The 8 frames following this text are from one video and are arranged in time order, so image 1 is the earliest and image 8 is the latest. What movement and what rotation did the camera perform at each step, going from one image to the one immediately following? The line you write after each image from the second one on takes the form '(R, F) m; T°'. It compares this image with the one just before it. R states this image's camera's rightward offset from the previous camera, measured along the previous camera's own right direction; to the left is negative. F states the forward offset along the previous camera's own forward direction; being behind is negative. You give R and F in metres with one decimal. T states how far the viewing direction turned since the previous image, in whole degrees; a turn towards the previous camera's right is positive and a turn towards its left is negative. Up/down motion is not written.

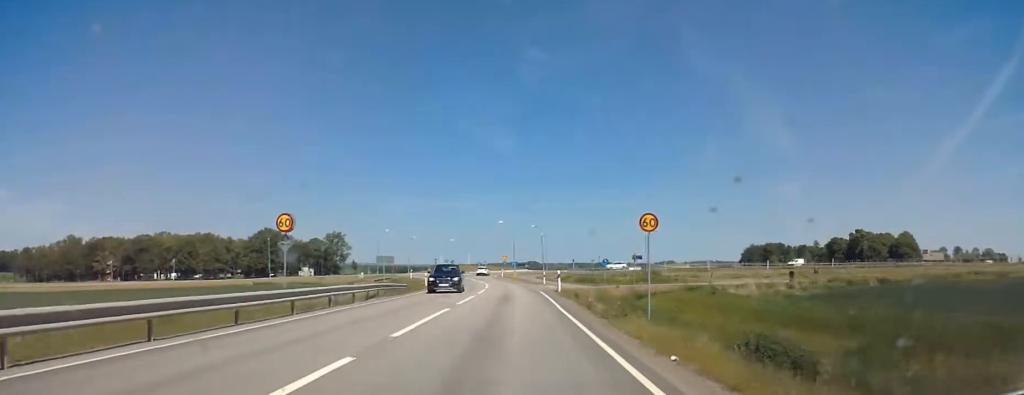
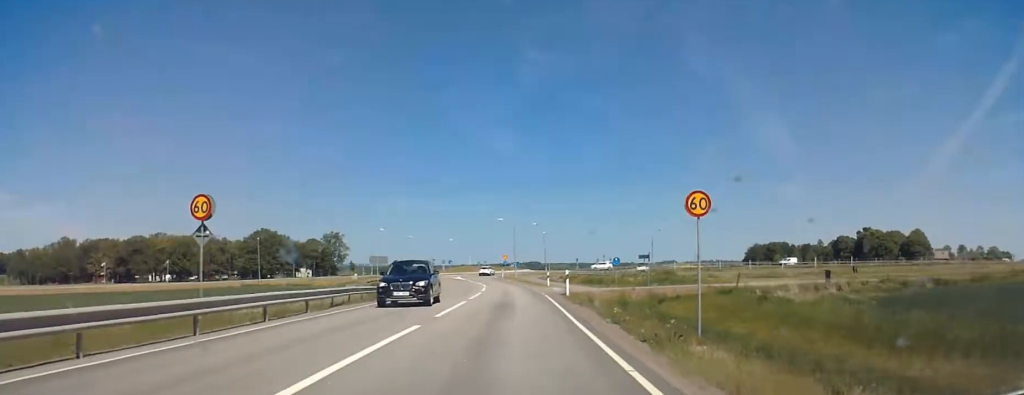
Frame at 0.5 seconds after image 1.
(-0.1, +6.7) m; 0°
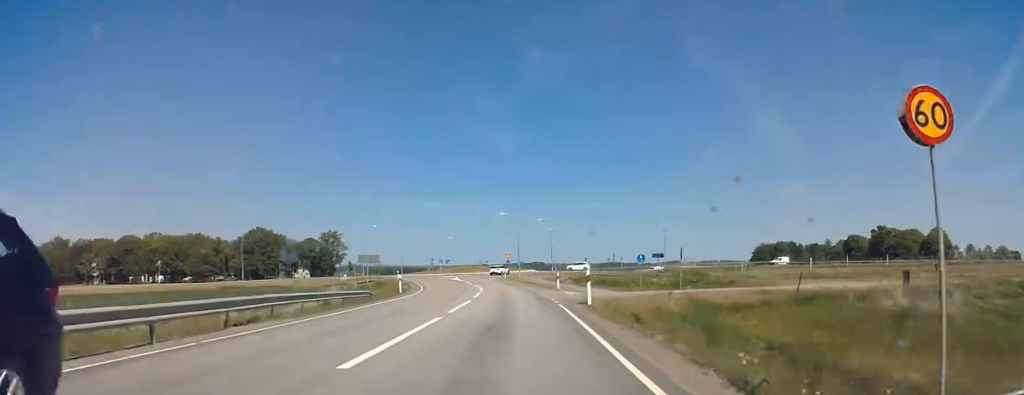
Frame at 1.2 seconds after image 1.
(0.0, +9.7) m; -1°
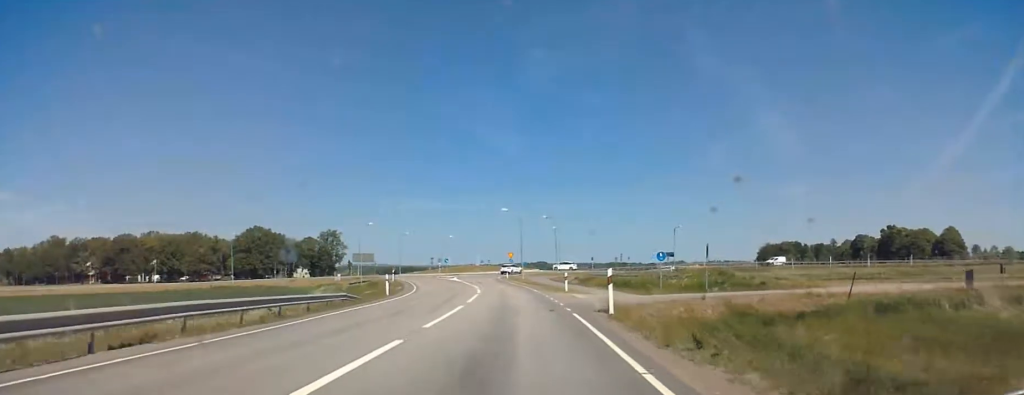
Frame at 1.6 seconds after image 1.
(+0.1, +5.8) m; -1°
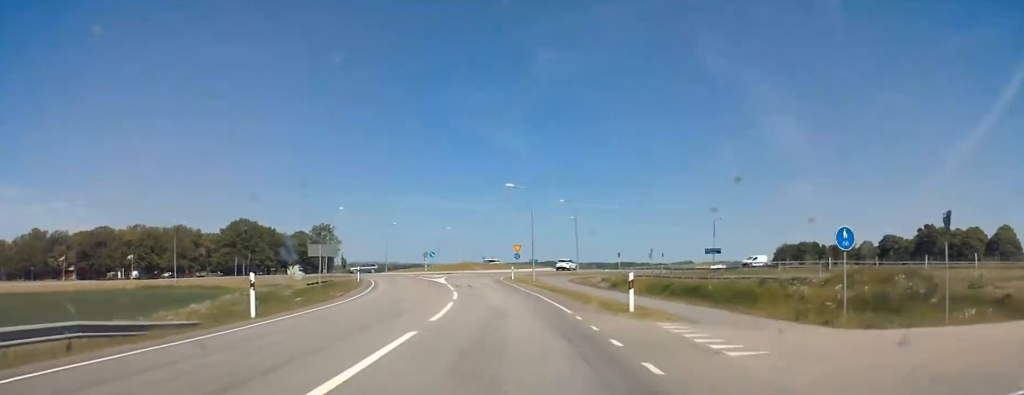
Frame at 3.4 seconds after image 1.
(-1.0, +23.1) m; -3°
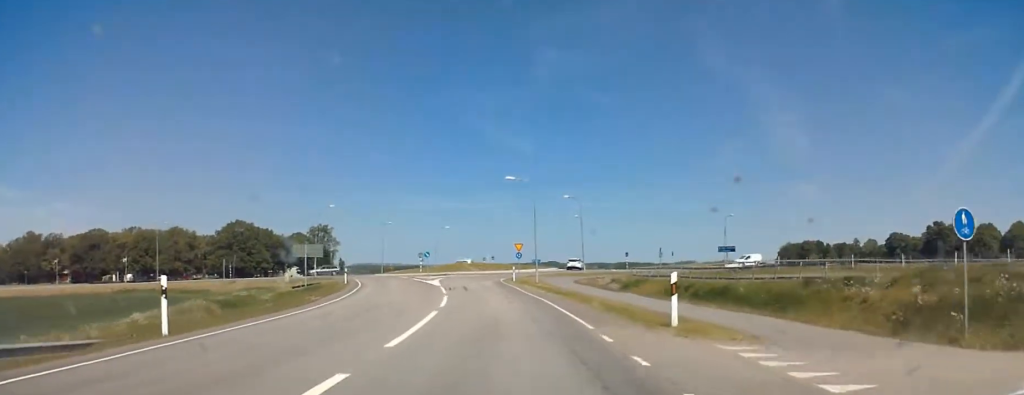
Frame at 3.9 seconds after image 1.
(0.0, +5.7) m; 0°
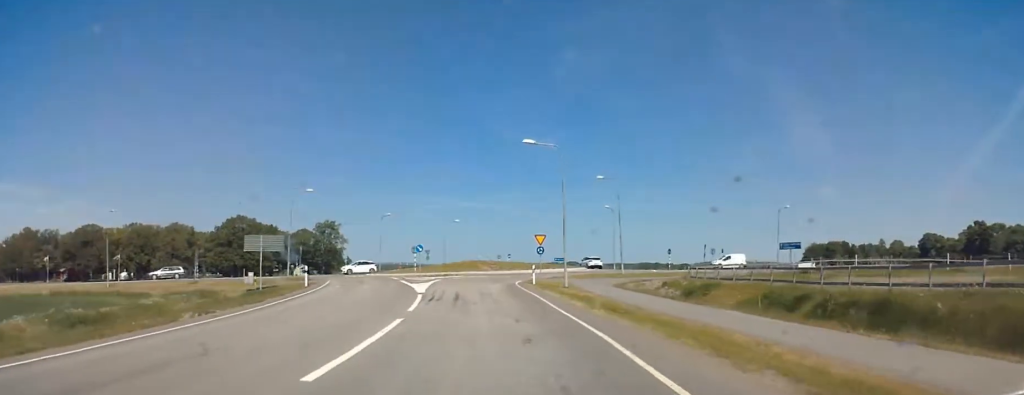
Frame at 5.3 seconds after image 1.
(-0.1, +16.4) m; +1°
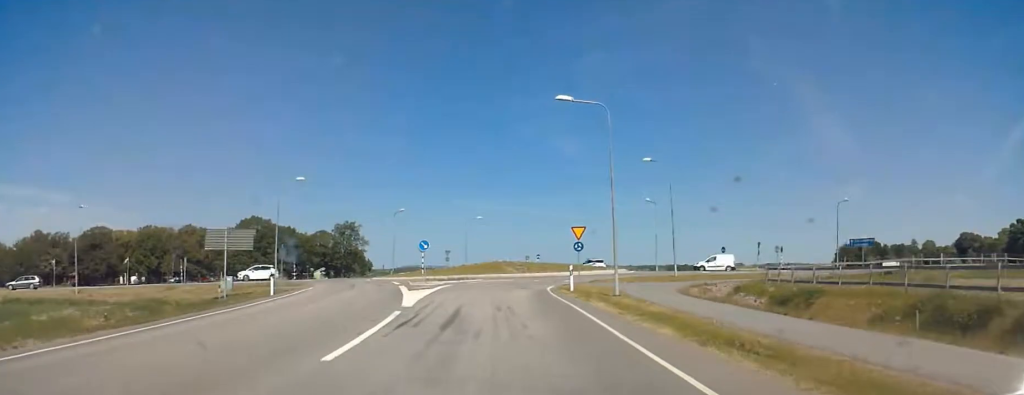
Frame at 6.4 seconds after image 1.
(+0.1, +10.8) m; 0°
